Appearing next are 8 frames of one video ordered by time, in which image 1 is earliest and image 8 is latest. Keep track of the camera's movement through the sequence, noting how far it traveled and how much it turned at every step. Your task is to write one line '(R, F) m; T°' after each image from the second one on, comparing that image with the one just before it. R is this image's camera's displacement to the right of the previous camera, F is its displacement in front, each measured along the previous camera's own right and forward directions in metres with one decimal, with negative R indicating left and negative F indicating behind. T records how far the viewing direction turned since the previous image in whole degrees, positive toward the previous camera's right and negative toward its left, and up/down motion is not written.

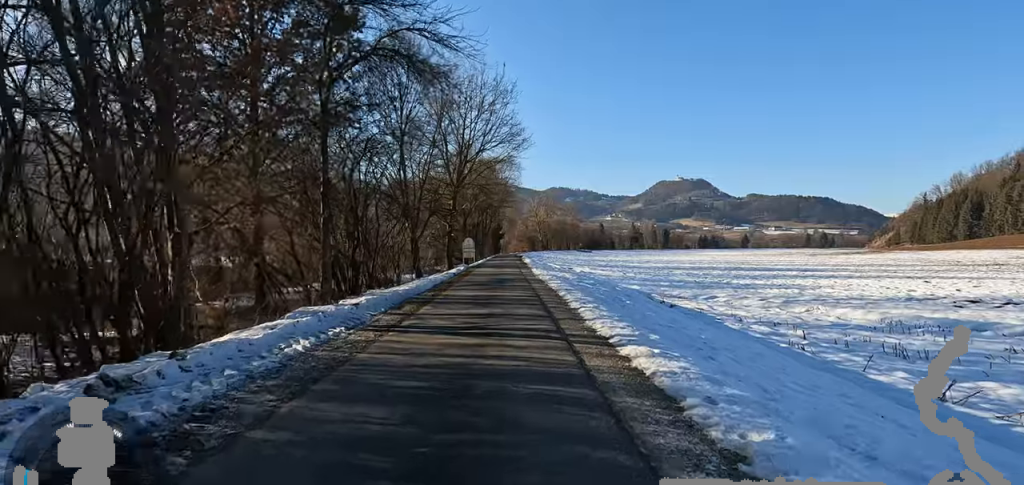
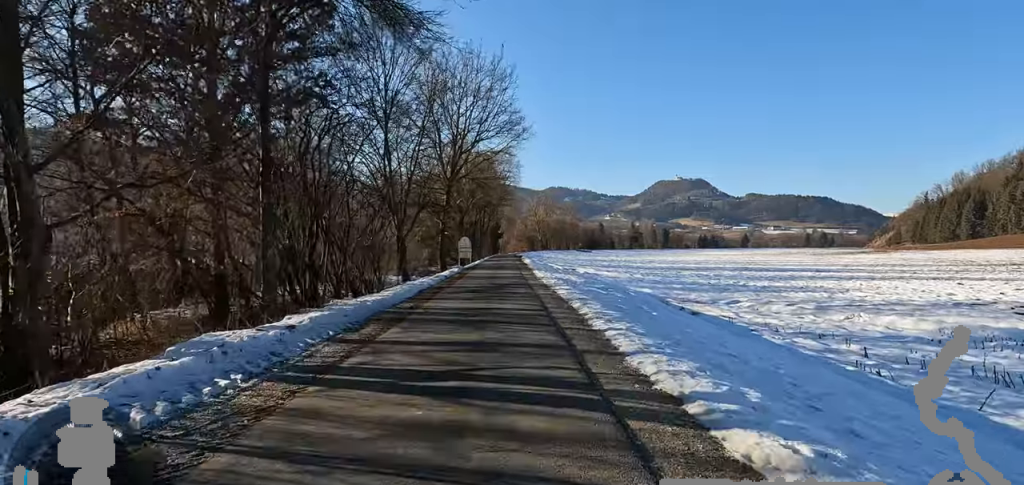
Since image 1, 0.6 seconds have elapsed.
(-0.2, +3.0) m; 0°
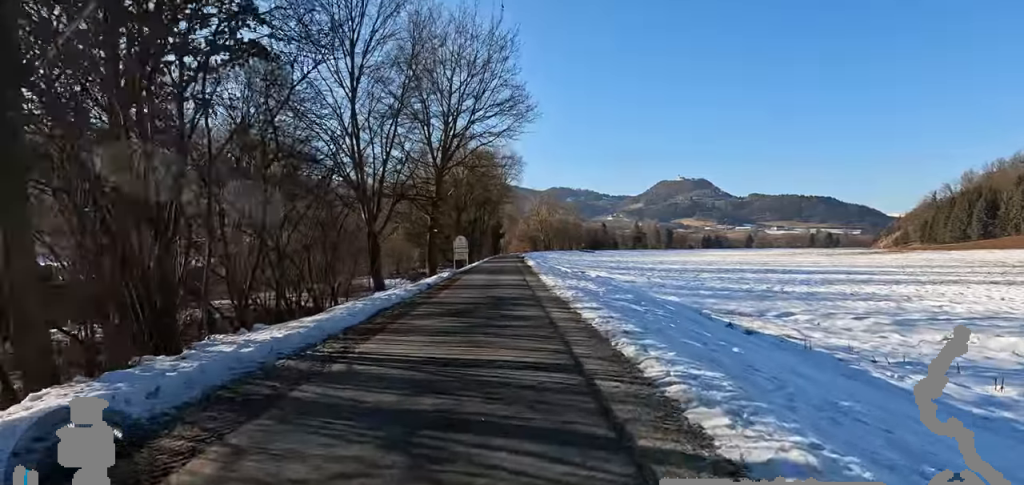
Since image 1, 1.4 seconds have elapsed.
(-0.3, +4.8) m; 0°
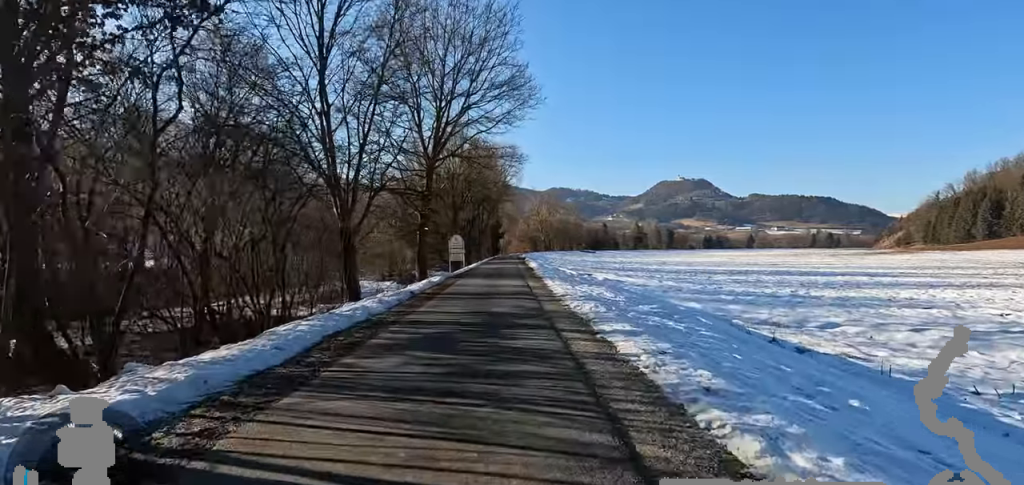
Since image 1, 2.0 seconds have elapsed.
(+0.5, +3.0) m; 0°
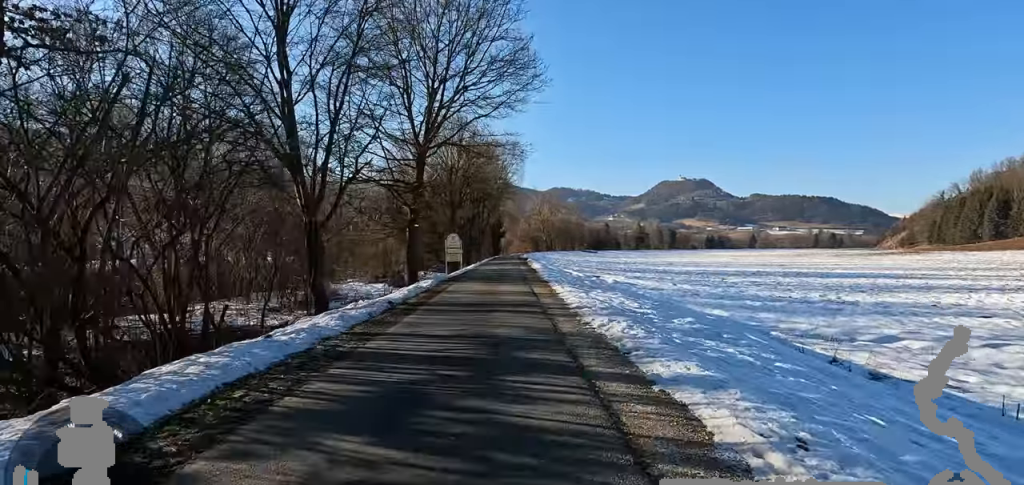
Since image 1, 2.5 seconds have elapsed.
(-0.1, +2.8) m; 0°
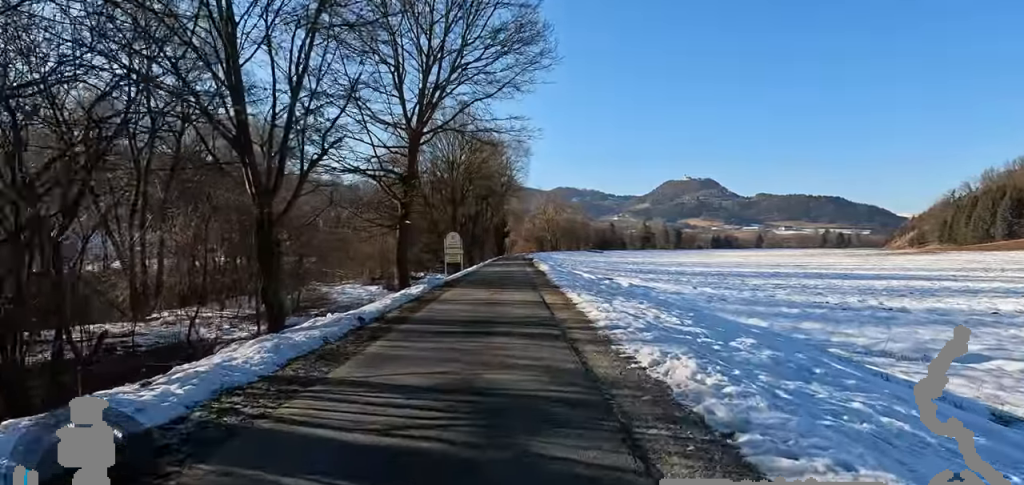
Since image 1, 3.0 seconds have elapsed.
(-0.5, +2.6) m; 0°
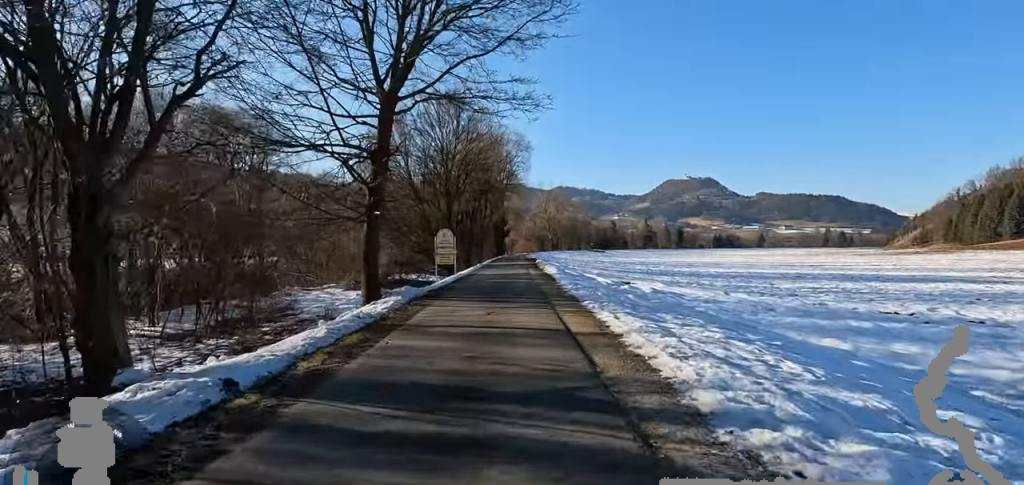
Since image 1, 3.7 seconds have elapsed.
(+0.4, +4.3) m; 0°
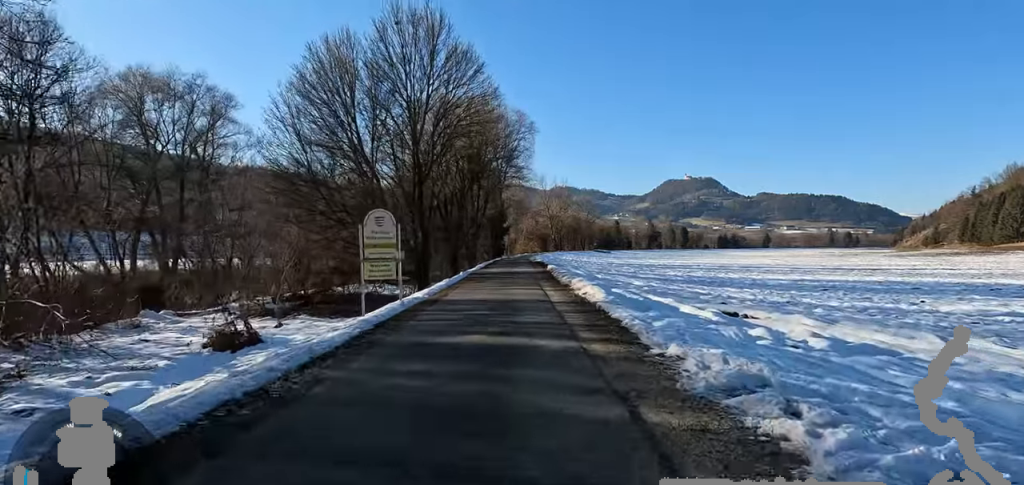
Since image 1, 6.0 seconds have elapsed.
(+0.3, +13.1) m; -3°
